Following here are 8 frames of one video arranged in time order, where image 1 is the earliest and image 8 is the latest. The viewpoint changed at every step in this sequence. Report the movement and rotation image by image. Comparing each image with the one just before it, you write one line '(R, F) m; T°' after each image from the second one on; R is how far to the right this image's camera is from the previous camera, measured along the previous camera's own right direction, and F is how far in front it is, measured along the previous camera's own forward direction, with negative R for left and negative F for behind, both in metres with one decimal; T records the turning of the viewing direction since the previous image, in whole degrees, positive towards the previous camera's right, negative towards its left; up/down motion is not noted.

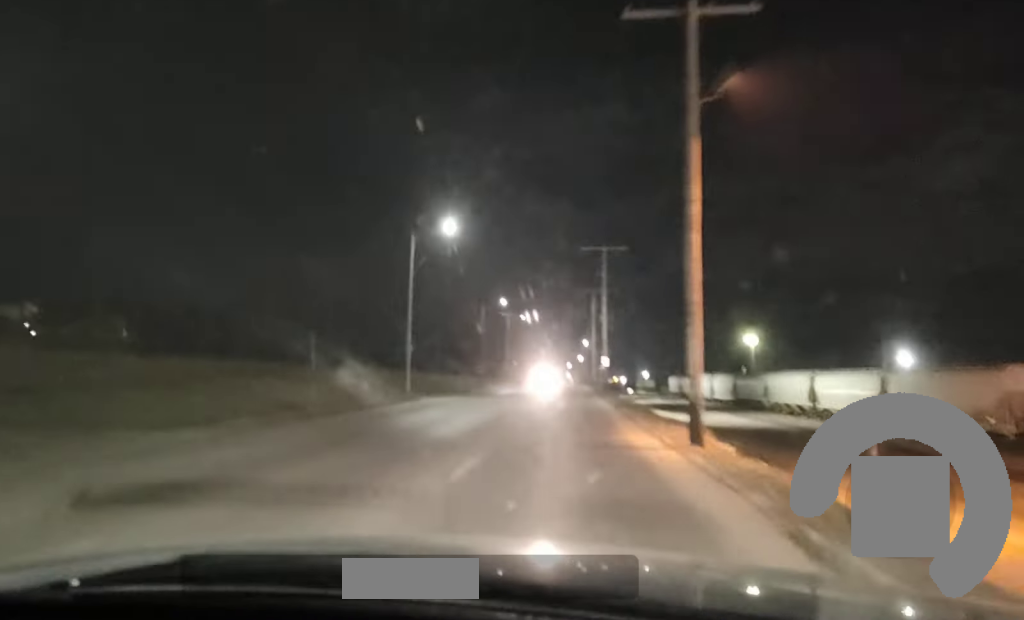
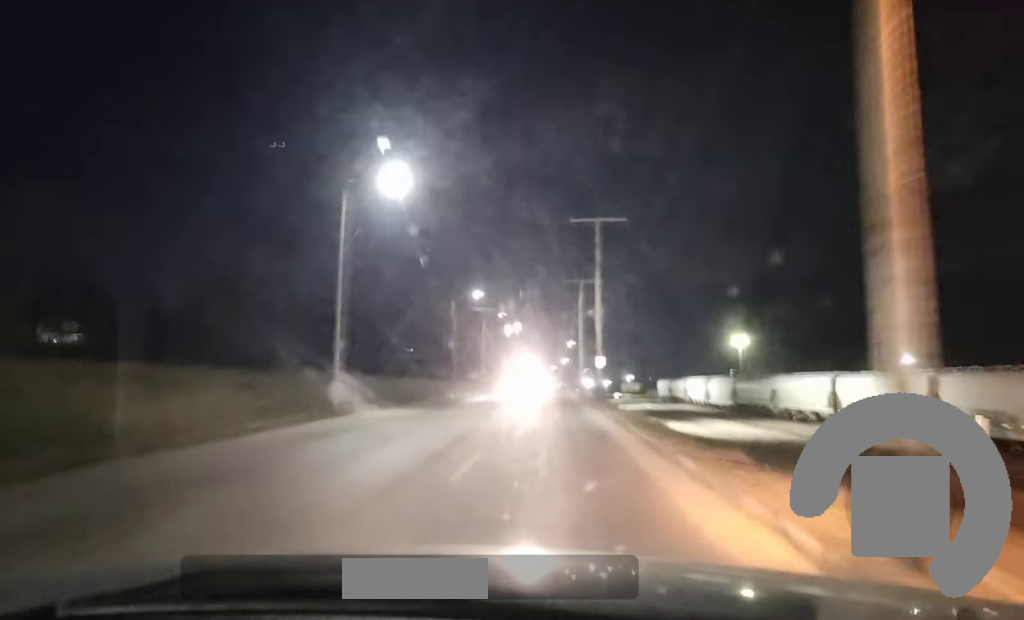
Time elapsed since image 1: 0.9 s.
(+0.1, +11.4) m; +1°
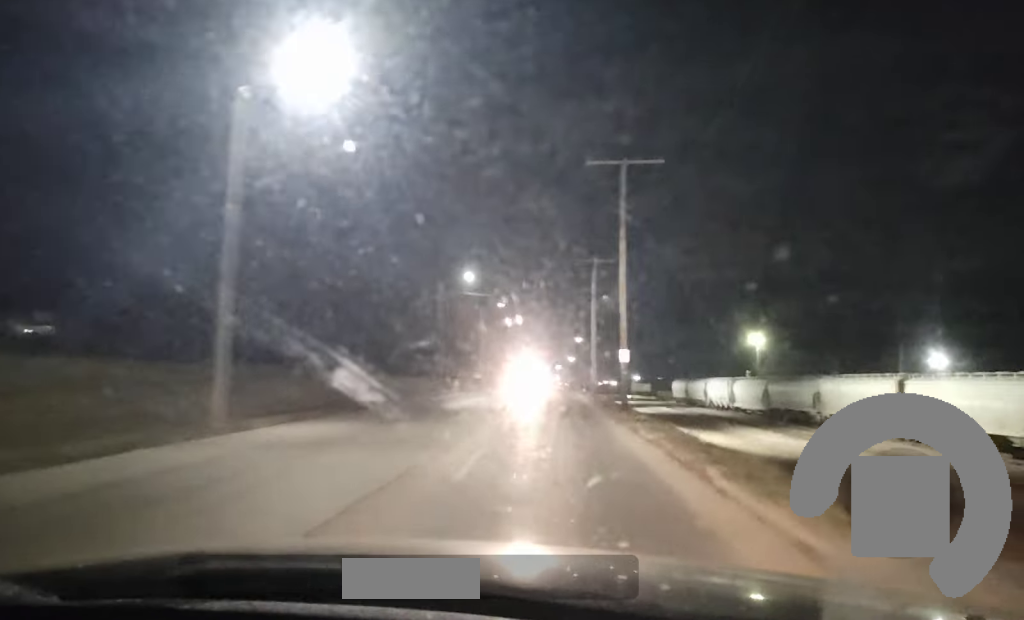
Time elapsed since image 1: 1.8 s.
(+0.1, +11.9) m; 0°
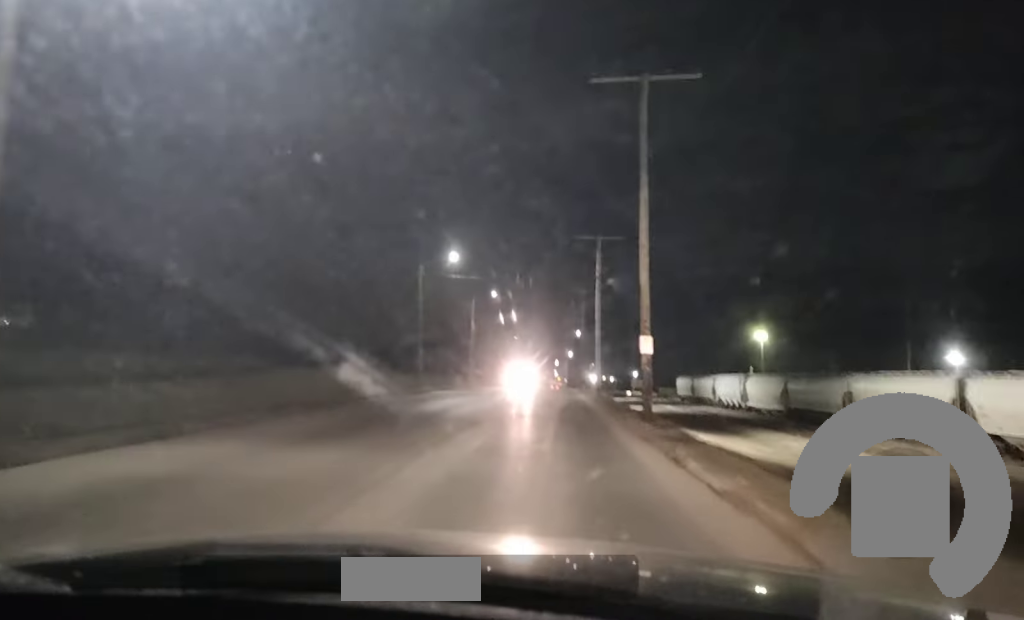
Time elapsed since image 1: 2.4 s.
(-0.1, +9.2) m; 0°
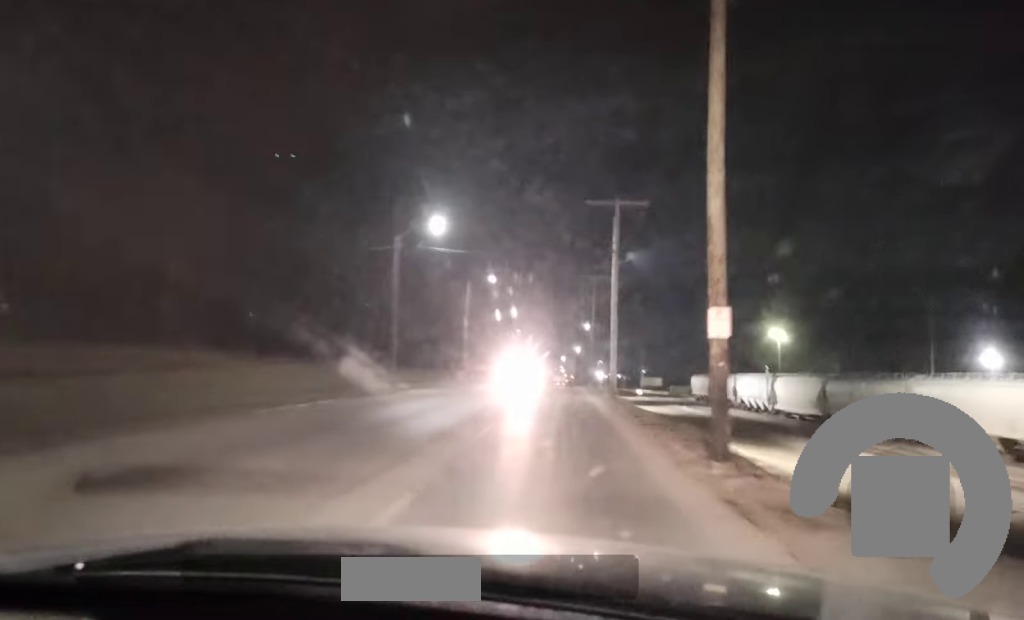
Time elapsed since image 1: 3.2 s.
(+0.2, +10.4) m; +1°
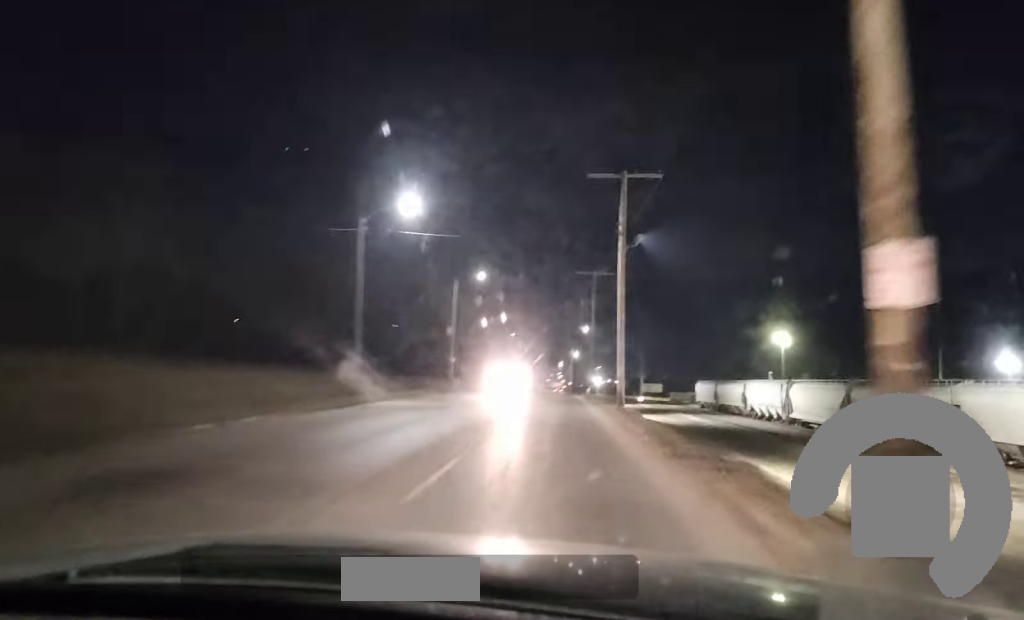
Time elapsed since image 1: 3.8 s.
(0.0, +7.1) m; 0°
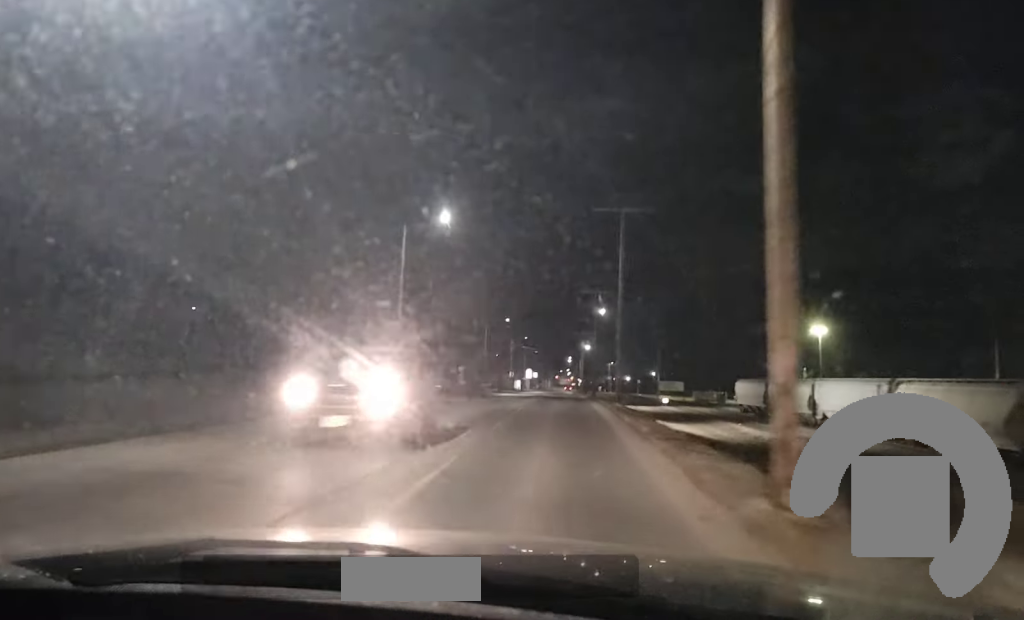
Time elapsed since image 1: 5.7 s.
(-0.1, +24.7) m; -1°
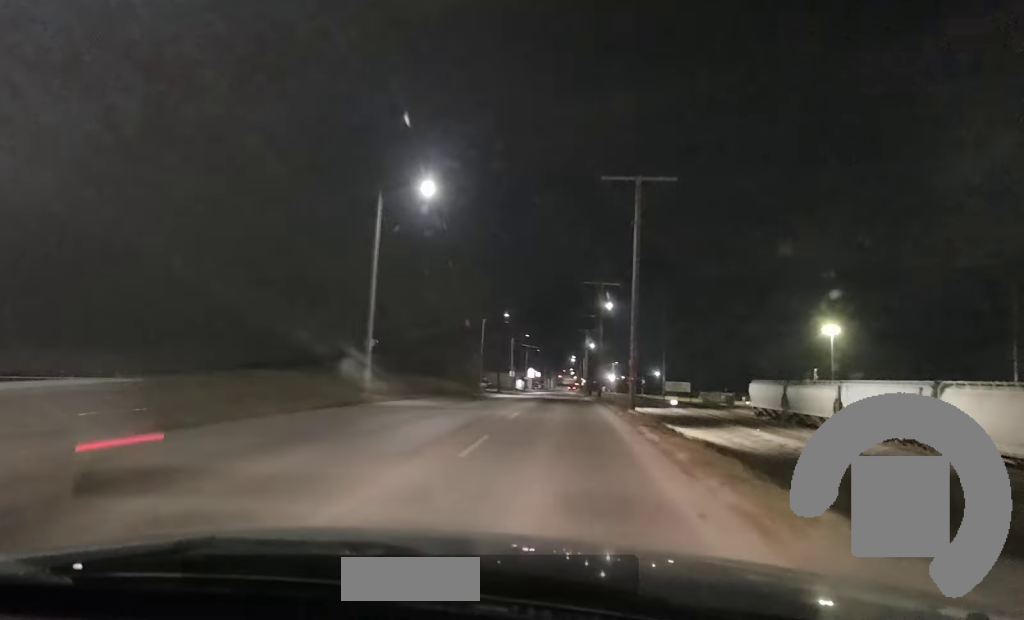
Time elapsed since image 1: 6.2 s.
(-0.1, +7.1) m; 0°
